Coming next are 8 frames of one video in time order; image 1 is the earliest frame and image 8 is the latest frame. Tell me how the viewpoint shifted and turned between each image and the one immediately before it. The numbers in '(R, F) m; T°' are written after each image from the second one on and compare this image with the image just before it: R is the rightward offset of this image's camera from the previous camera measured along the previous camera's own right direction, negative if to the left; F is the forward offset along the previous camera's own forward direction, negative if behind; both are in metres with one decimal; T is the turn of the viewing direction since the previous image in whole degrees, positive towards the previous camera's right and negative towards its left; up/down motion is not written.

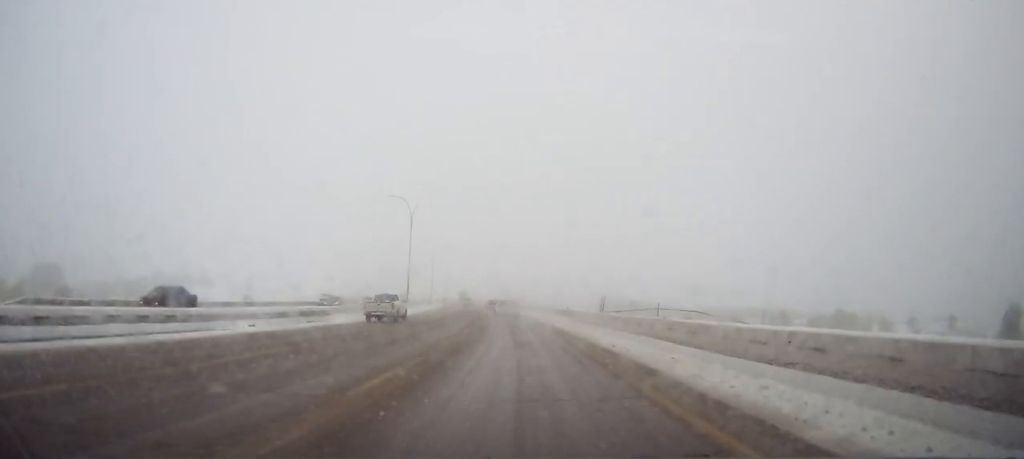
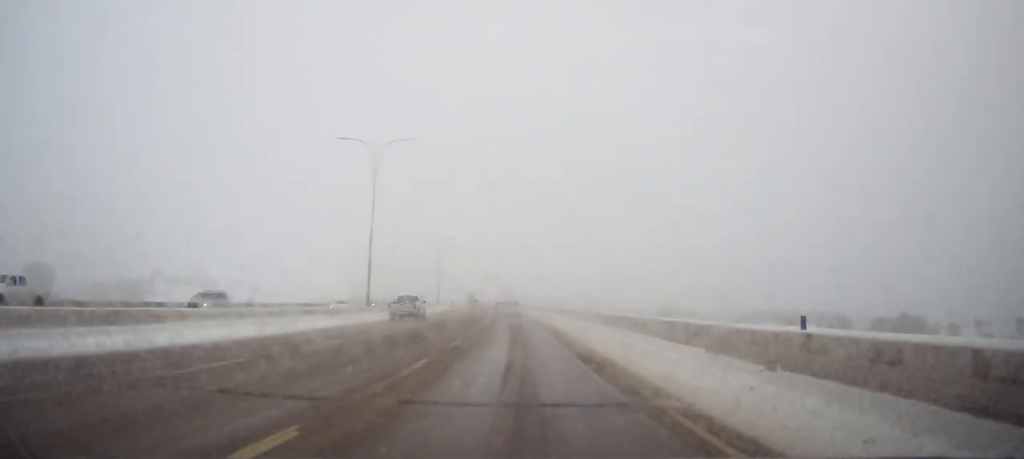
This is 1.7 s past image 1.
(-0.2, +33.3) m; -1°
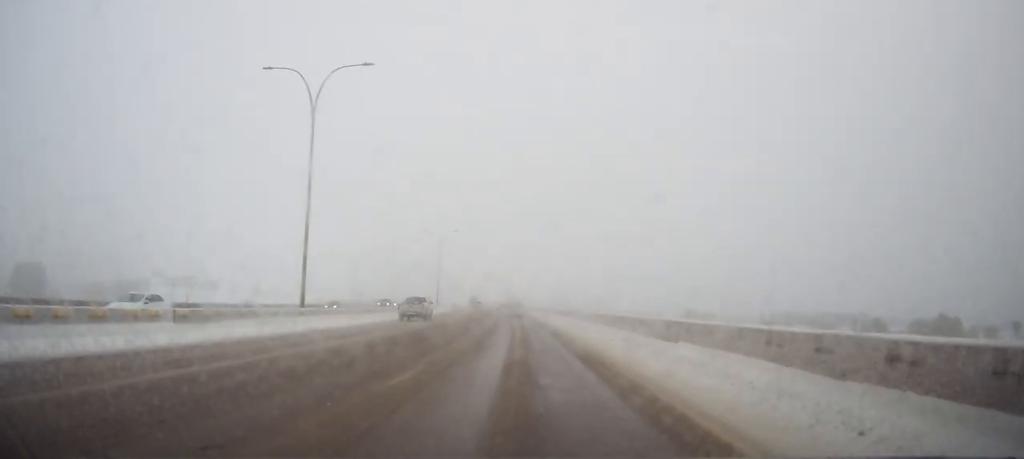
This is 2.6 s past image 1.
(-0.3, +18.5) m; -1°
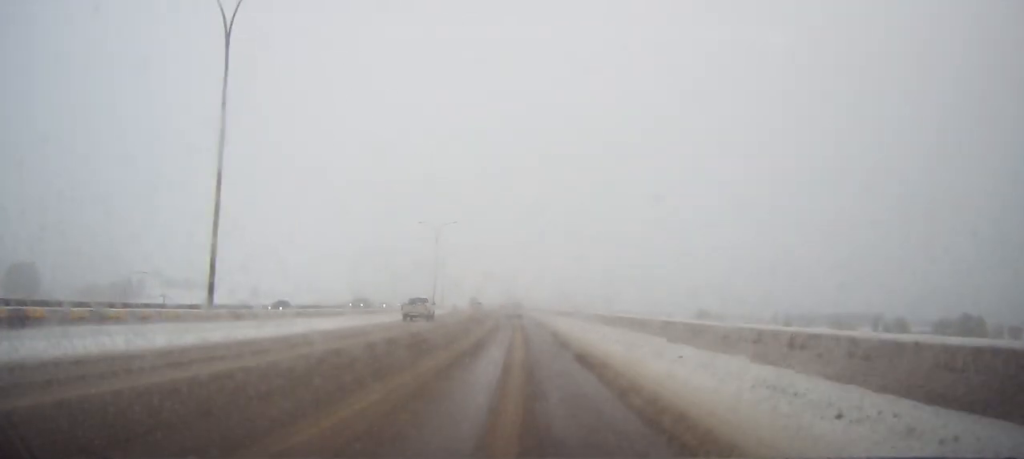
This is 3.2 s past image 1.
(+0.1, +11.8) m; 0°
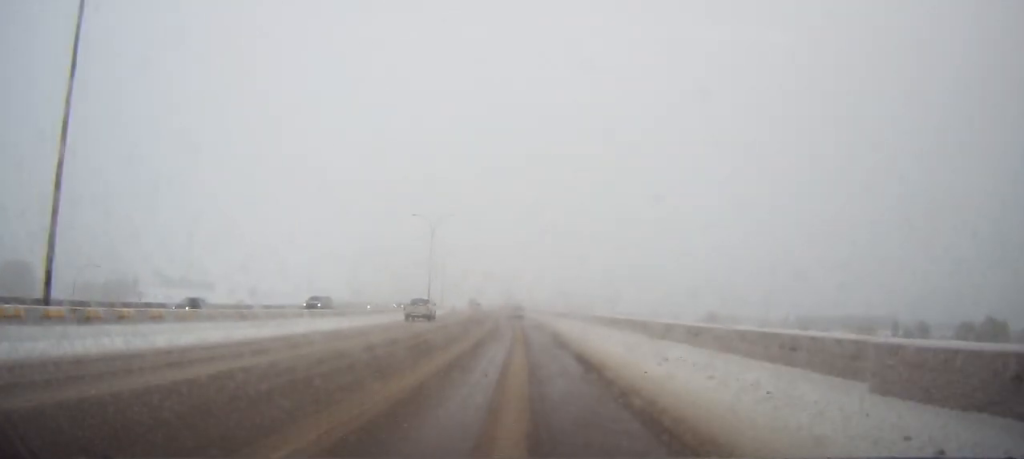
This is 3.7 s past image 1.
(-0.1, +10.4) m; 0°
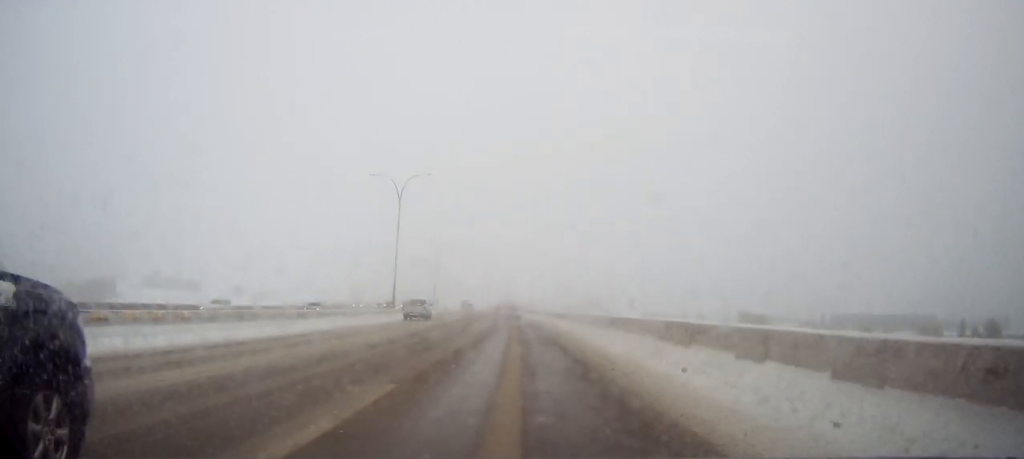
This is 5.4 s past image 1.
(0.0, +31.9) m; -1°
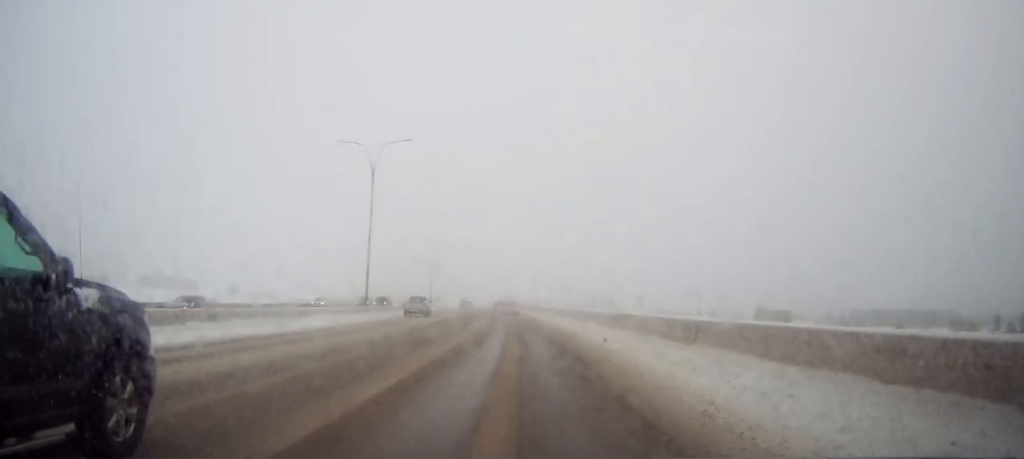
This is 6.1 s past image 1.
(-0.2, +13.8) m; -2°
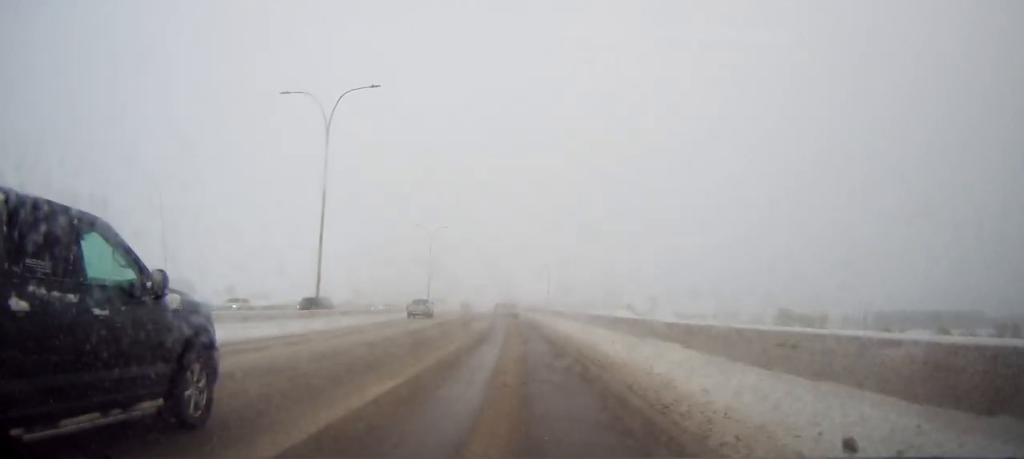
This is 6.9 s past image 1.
(-0.3, +15.0) m; -2°
